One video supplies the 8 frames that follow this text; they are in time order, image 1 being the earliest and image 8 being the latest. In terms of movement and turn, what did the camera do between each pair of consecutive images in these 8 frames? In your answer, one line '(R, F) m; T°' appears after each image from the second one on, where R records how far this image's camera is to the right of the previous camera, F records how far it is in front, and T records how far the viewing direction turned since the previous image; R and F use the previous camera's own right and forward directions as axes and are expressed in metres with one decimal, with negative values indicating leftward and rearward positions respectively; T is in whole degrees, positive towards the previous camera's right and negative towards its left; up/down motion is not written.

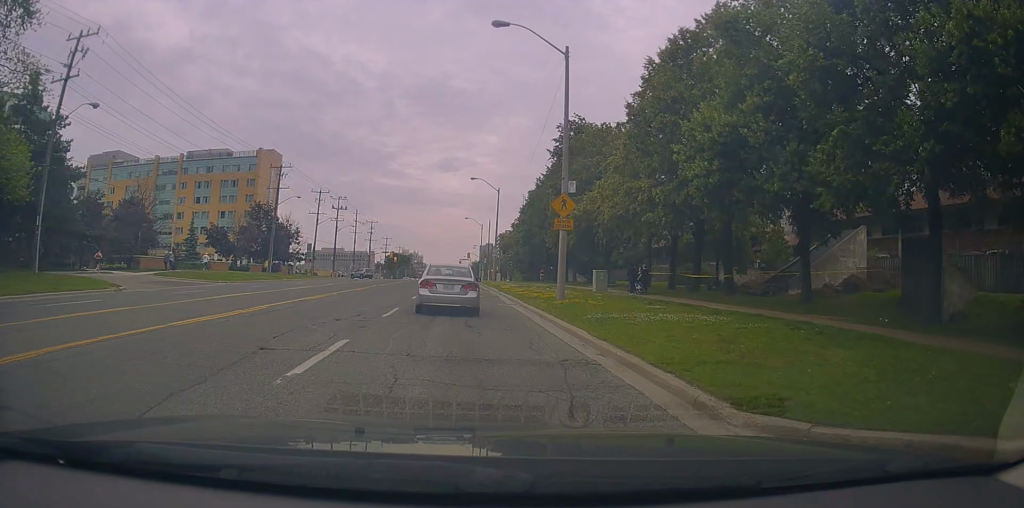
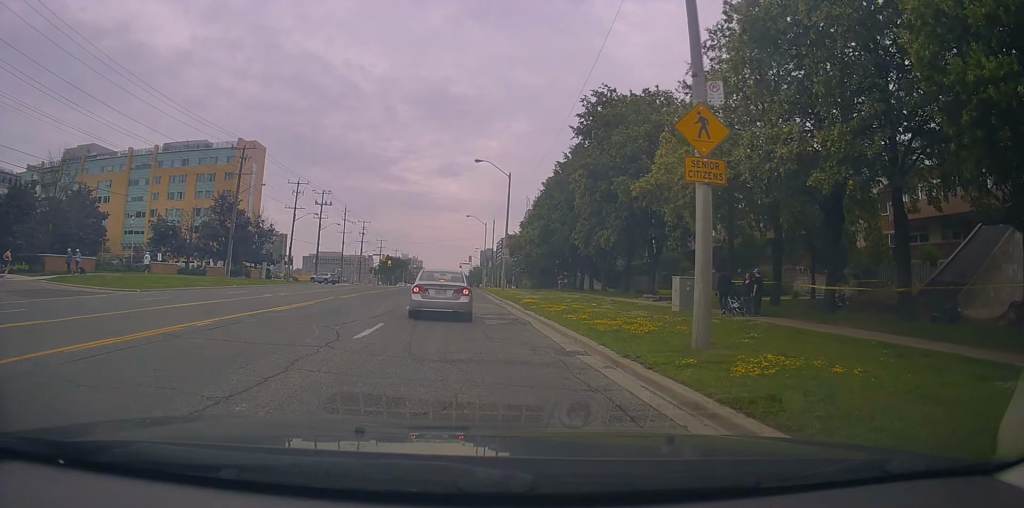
(+0.4, +12.9) m; -2°
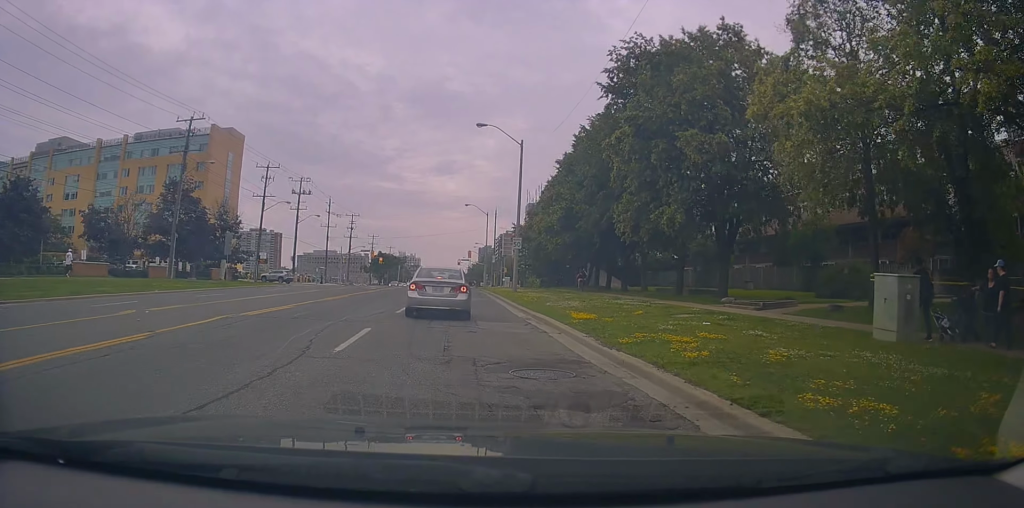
(-0.8, +11.3) m; -1°
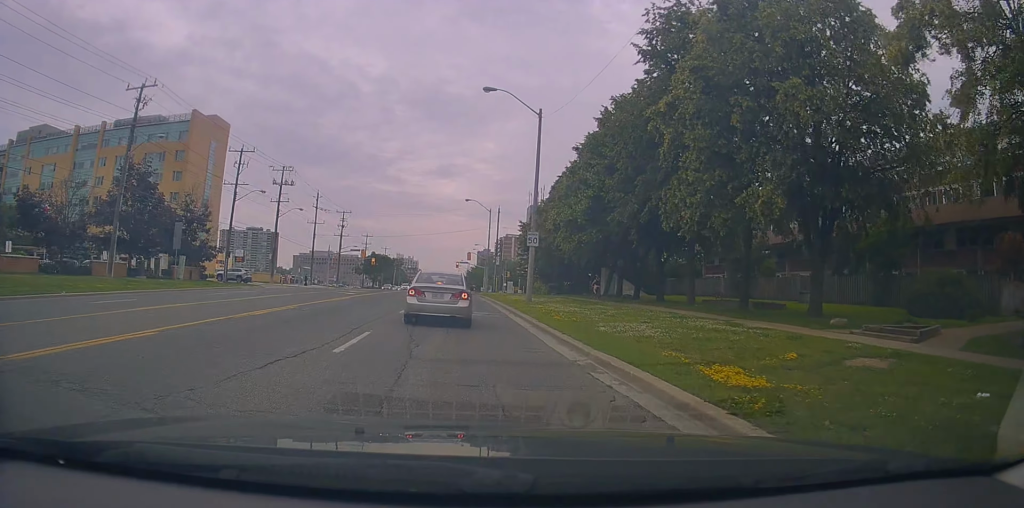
(+0.6, +8.2) m; +1°
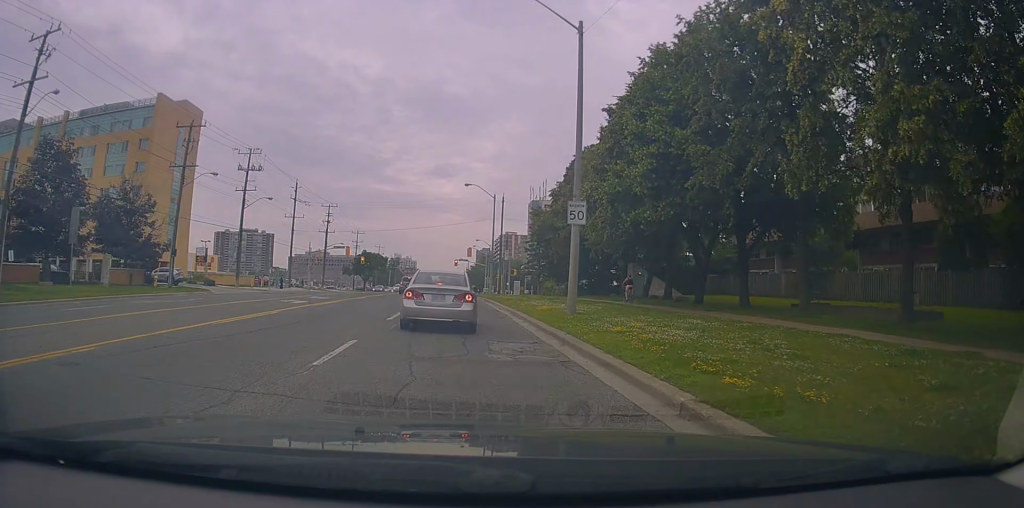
(-0.4, +10.7) m; 0°
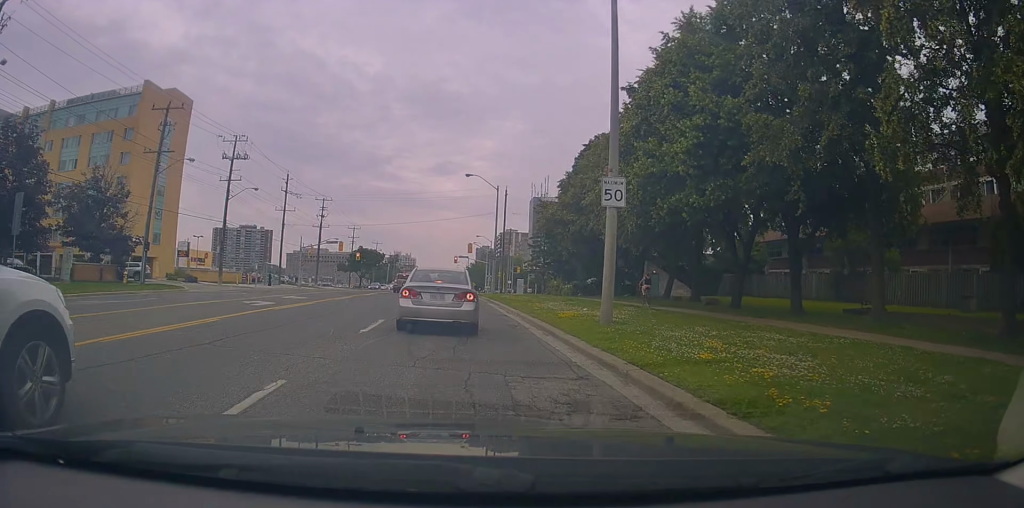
(+0.2, +4.4) m; +1°
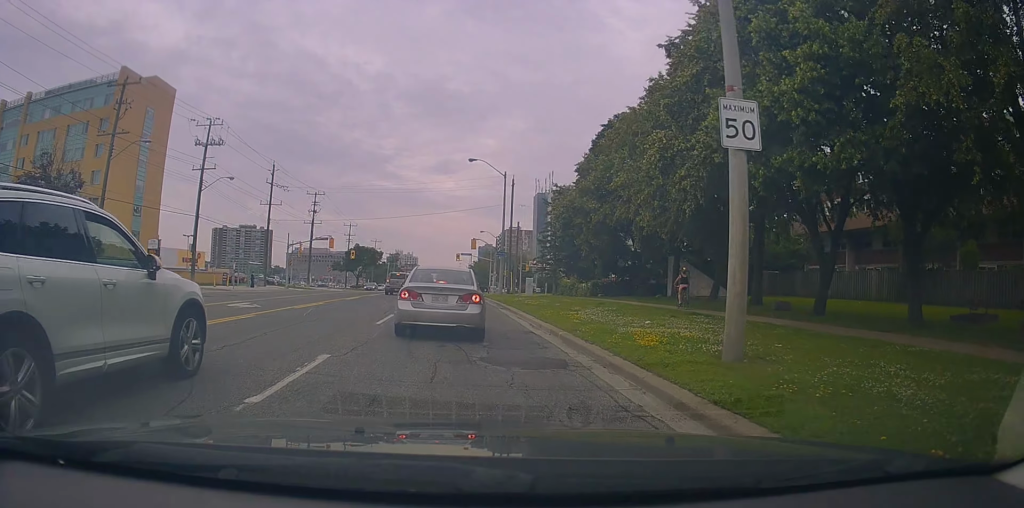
(0.0, +7.6) m; +3°
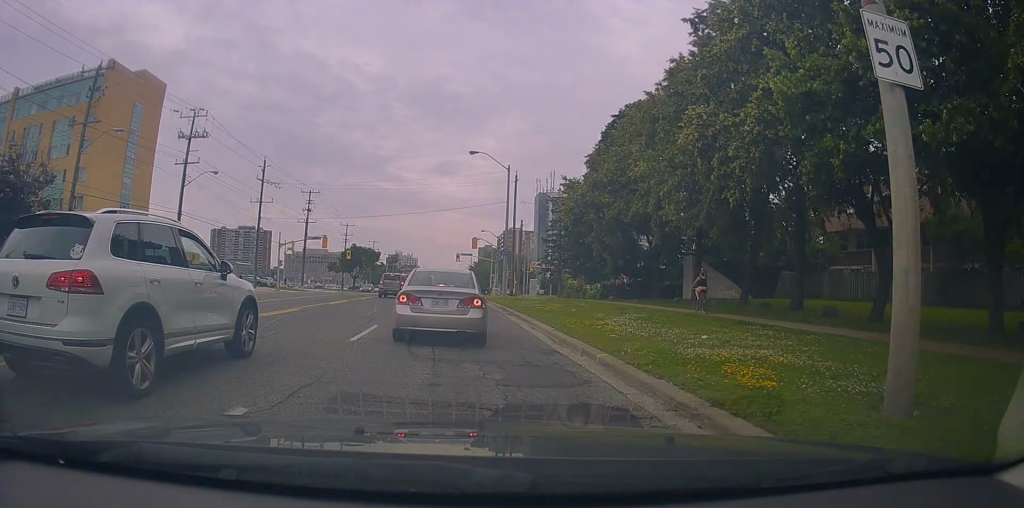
(0.0, +4.2) m; +1°
